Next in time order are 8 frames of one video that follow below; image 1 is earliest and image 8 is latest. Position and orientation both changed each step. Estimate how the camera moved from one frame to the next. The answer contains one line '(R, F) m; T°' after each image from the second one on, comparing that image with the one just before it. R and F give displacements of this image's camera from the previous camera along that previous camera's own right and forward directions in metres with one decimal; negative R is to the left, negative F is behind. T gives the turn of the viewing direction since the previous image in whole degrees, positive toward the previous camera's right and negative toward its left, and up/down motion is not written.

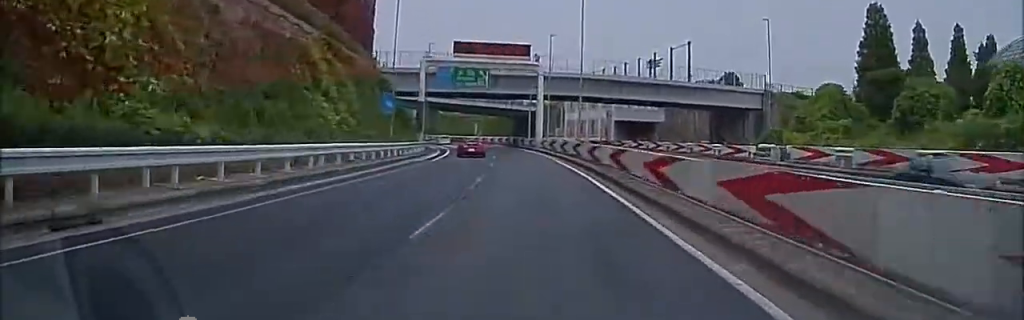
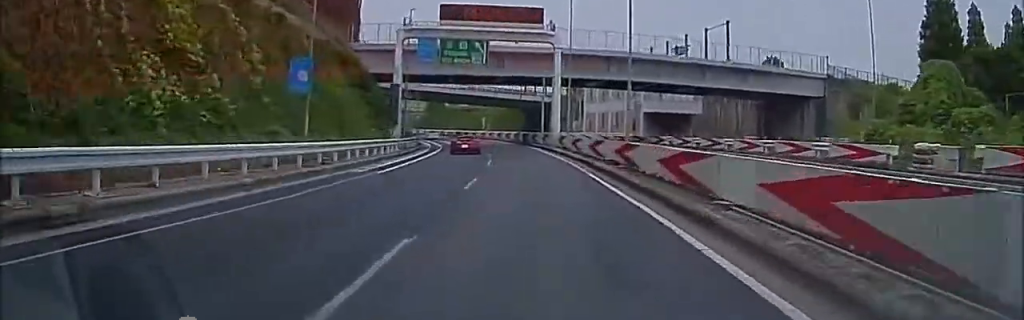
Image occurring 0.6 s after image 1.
(+0.1, +13.8) m; +1°
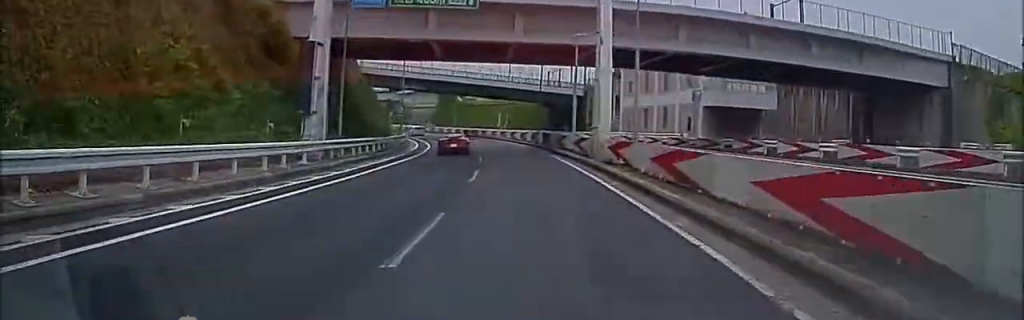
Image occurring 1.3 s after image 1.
(-0.8, +18.7) m; +5°
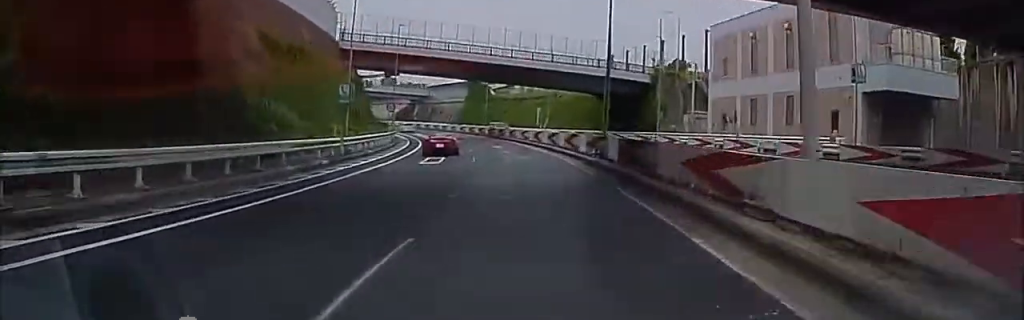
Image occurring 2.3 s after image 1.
(+3.1, +23.9) m; -11°
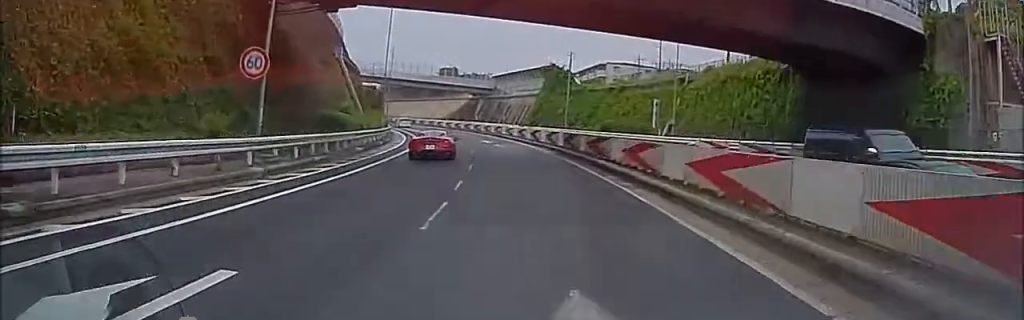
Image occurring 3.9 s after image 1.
(-8.9, +34.1) m; -12°
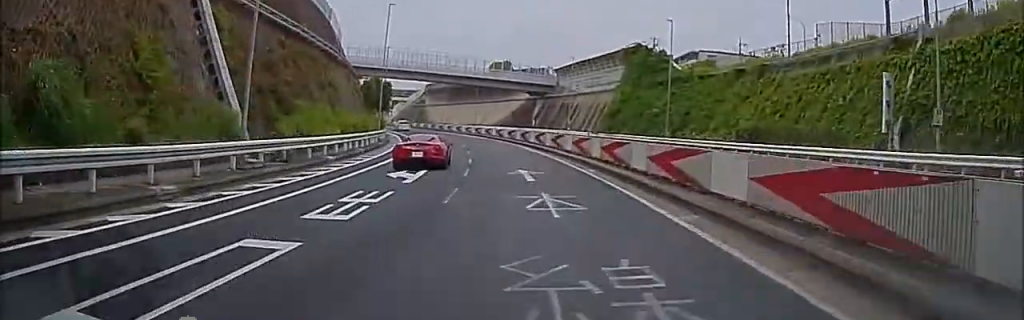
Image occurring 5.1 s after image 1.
(+0.1, +27.2) m; -9°
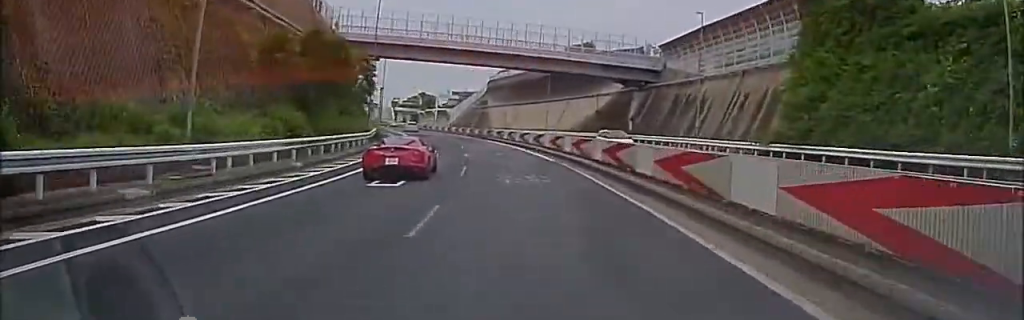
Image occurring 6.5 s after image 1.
(-3.6, +30.4) m; -1°
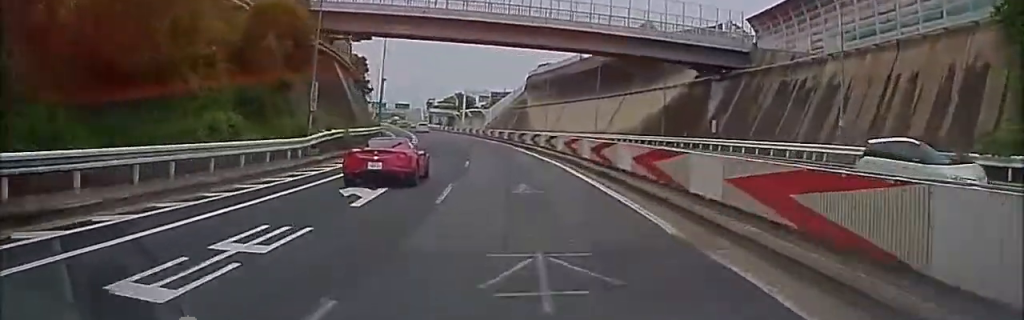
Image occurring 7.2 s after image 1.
(+3.2, +17.6) m; -3°
